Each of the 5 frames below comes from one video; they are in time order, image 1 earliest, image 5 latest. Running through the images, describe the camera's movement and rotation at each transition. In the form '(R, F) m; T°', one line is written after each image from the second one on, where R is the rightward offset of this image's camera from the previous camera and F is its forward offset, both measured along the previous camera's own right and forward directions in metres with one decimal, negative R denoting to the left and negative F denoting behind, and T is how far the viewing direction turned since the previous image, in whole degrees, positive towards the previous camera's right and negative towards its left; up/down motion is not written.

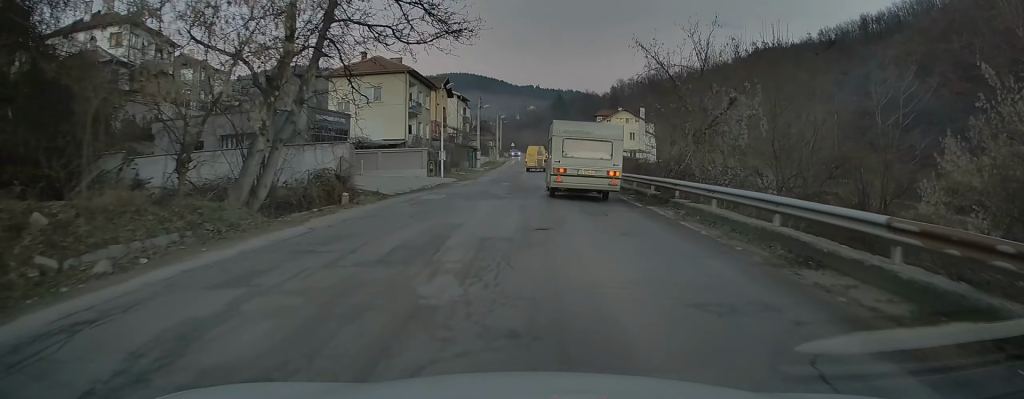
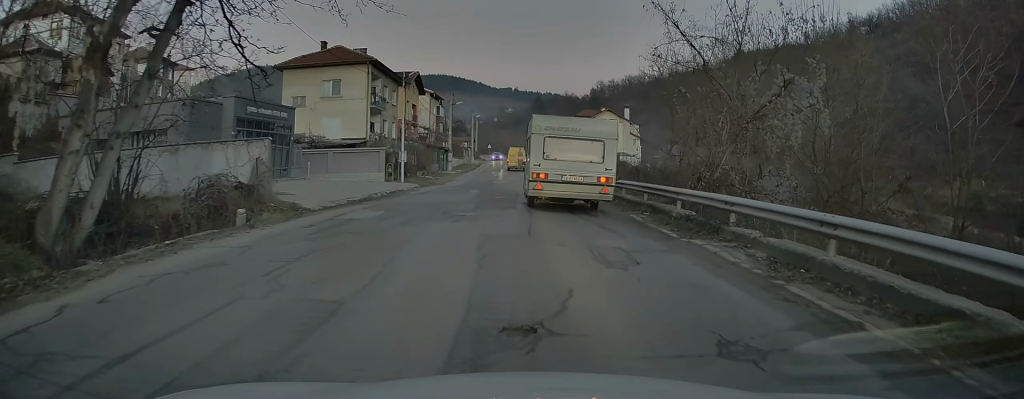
(-0.1, +5.8) m; +2°
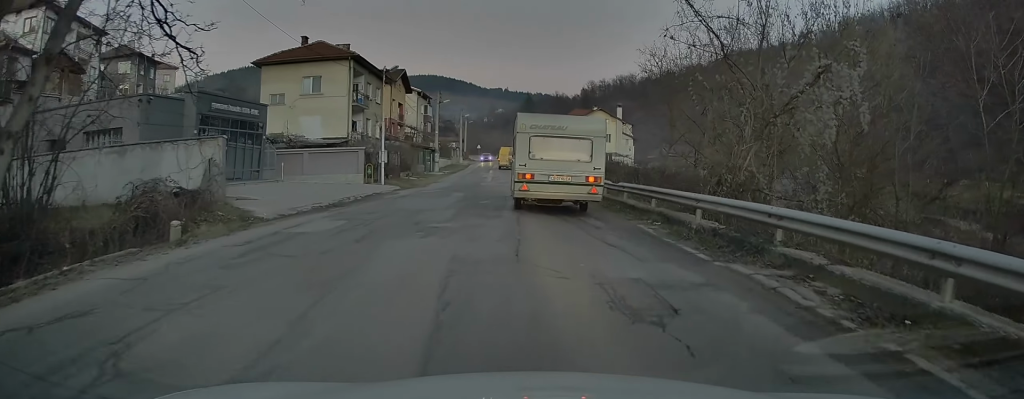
(+0.1, +2.5) m; +3°
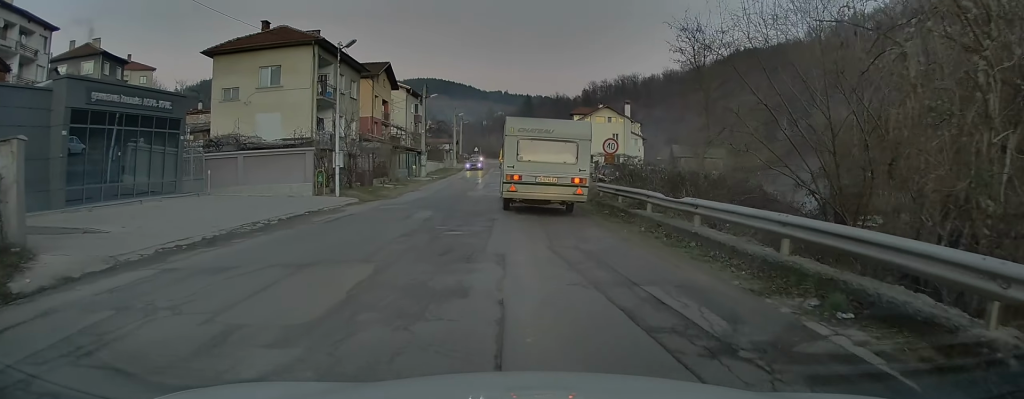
(+0.3, +8.0) m; -1°
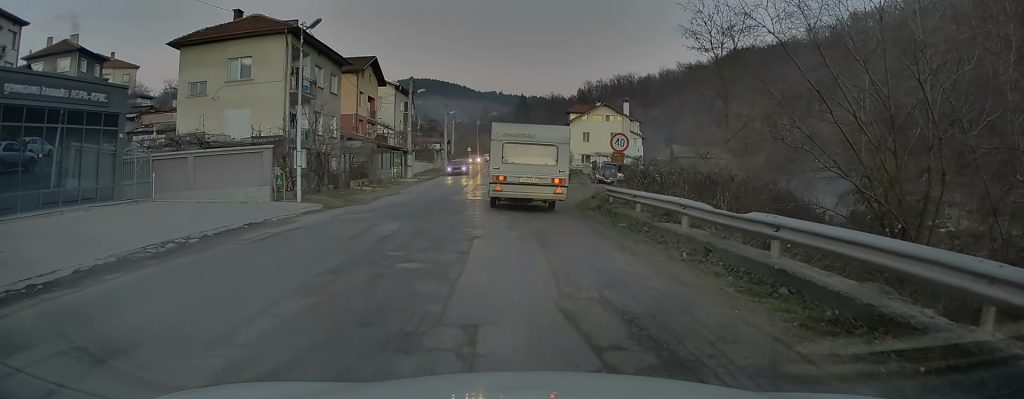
(-0.2, +3.8) m; -2°
